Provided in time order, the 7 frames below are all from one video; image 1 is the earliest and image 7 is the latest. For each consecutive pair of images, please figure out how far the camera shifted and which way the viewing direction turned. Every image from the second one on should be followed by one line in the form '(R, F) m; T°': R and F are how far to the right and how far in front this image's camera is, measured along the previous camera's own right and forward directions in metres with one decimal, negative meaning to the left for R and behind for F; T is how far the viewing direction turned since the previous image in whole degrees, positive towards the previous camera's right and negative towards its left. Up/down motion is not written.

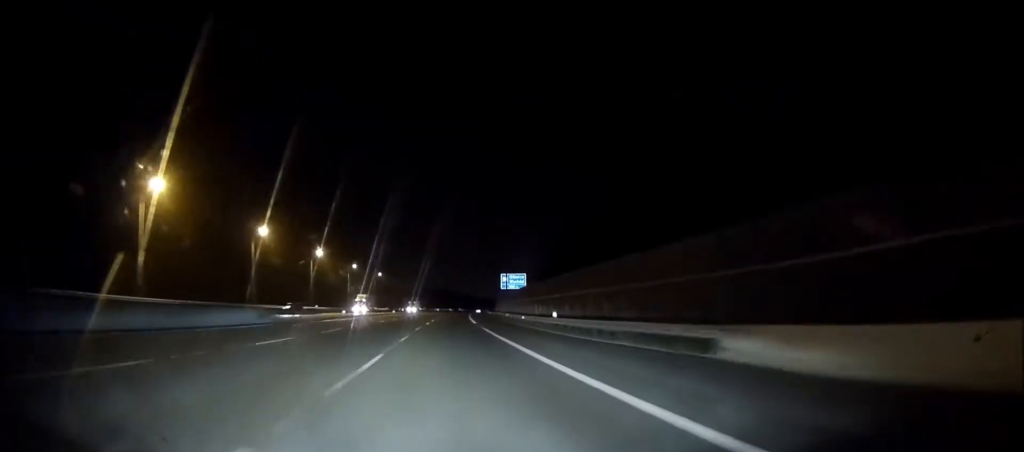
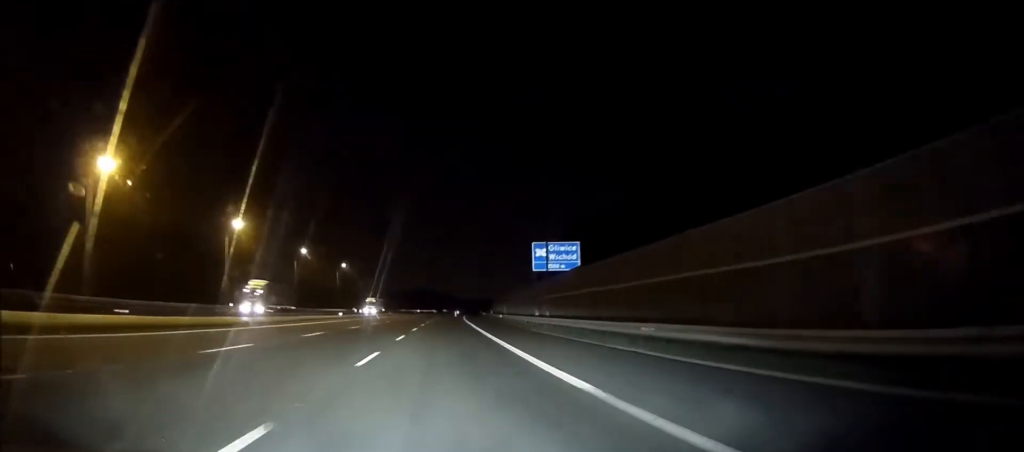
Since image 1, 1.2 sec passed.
(0.0, +51.7) m; 0°
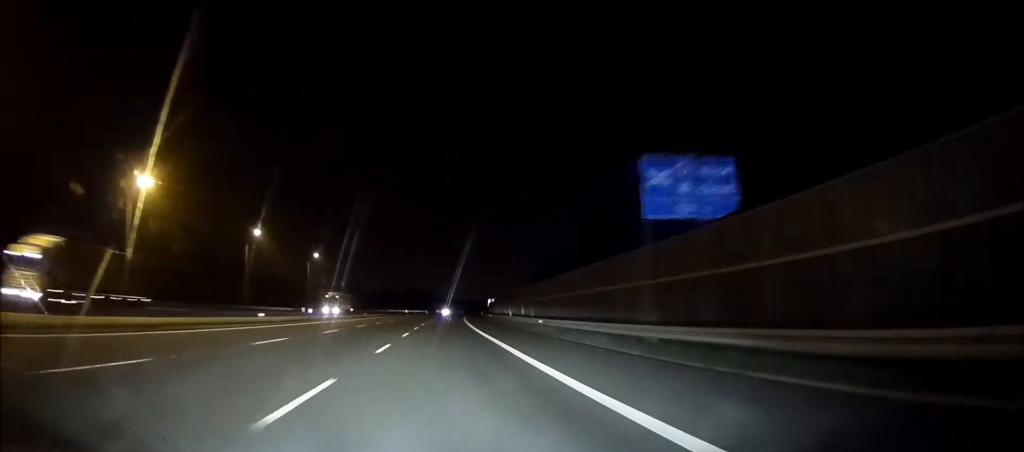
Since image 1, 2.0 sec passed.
(0.0, +32.7) m; +1°
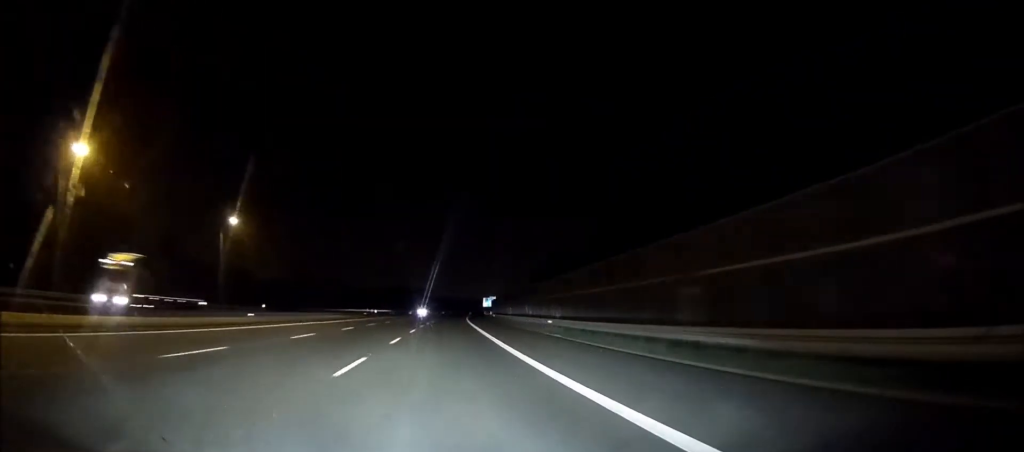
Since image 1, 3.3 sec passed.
(+1.1, +56.2) m; +2°
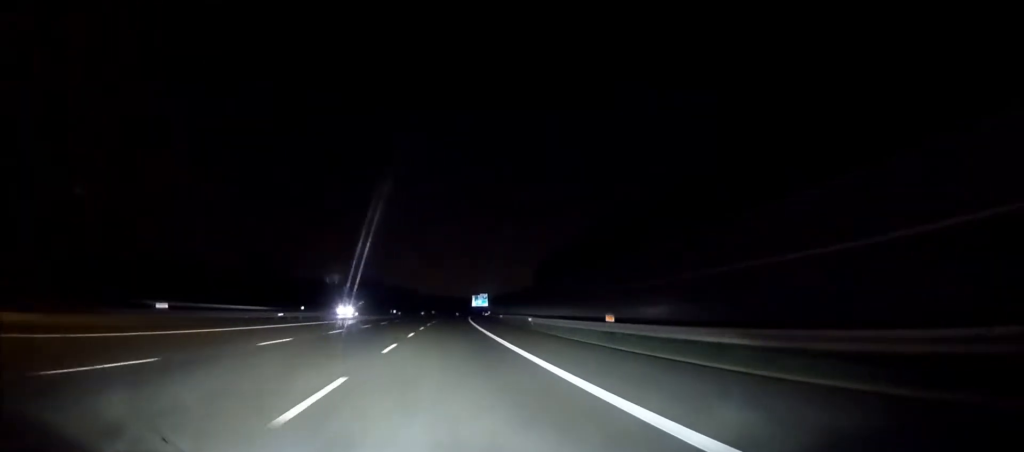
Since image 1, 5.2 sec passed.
(+1.8, +80.7) m; +2°
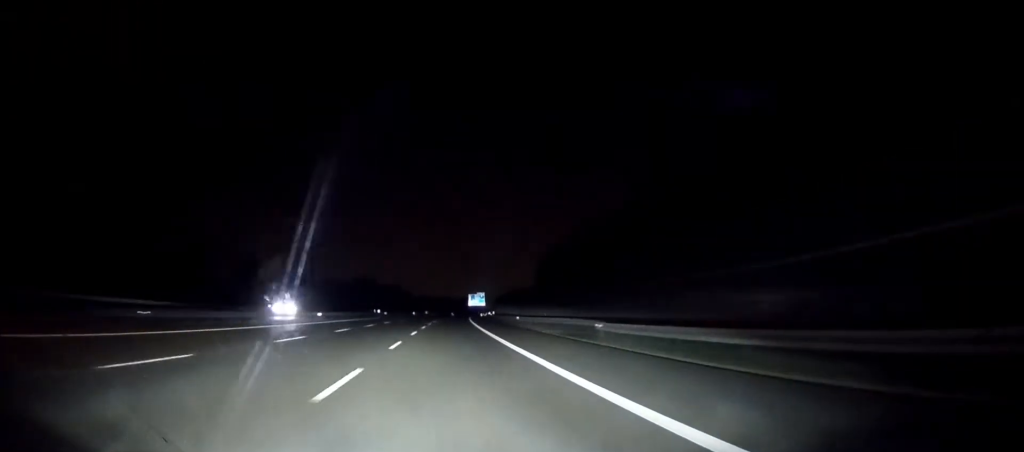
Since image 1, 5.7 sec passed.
(+0.2, +22.6) m; +1°
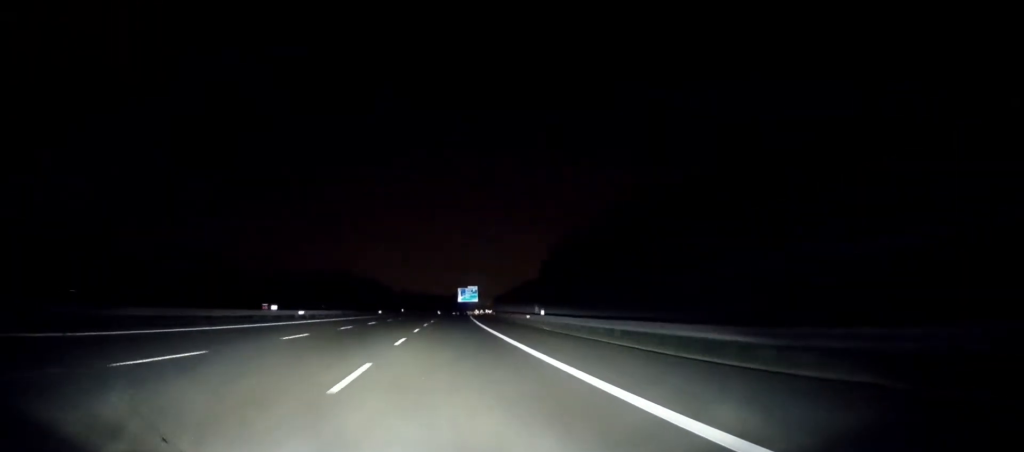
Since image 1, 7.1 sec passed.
(+0.1, +59.3) m; +1°
